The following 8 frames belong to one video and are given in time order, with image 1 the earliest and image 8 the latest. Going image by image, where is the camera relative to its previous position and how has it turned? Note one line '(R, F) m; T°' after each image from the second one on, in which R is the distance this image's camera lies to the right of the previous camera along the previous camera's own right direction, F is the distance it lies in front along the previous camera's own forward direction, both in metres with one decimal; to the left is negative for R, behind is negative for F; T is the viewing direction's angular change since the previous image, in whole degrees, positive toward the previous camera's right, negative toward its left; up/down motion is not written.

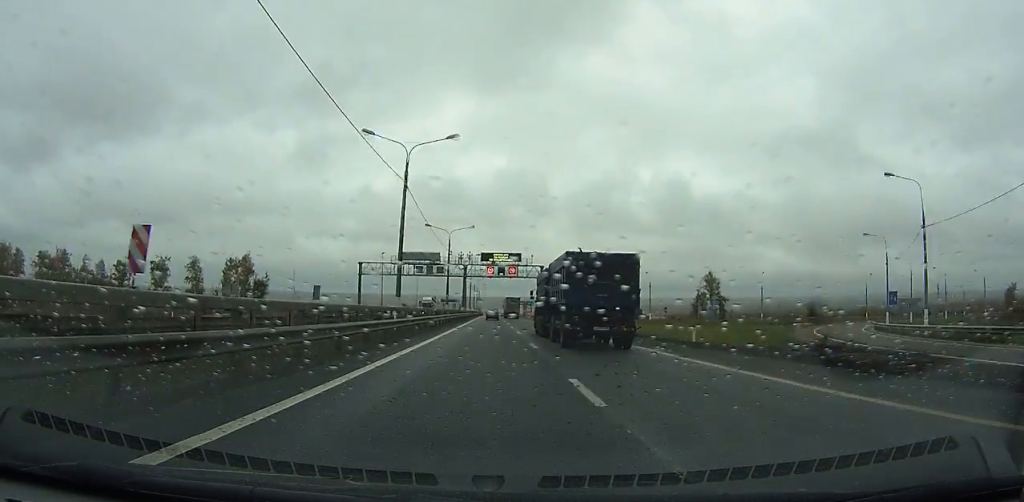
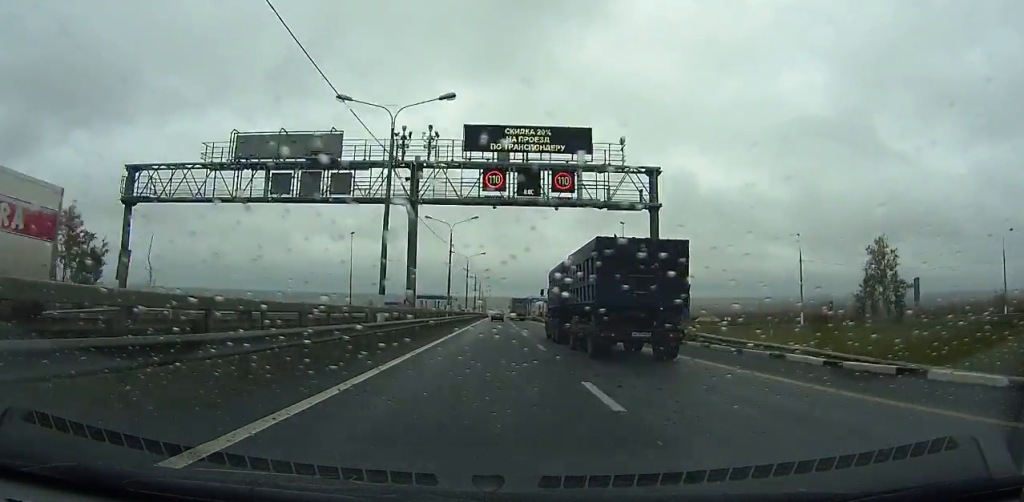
(-0.5, +67.2) m; -1°
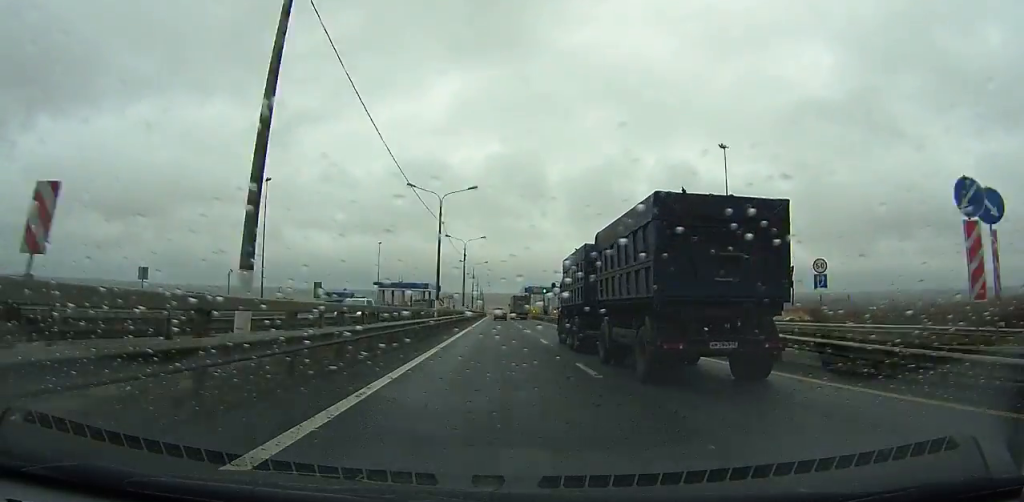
(-0.5, +73.6) m; -1°
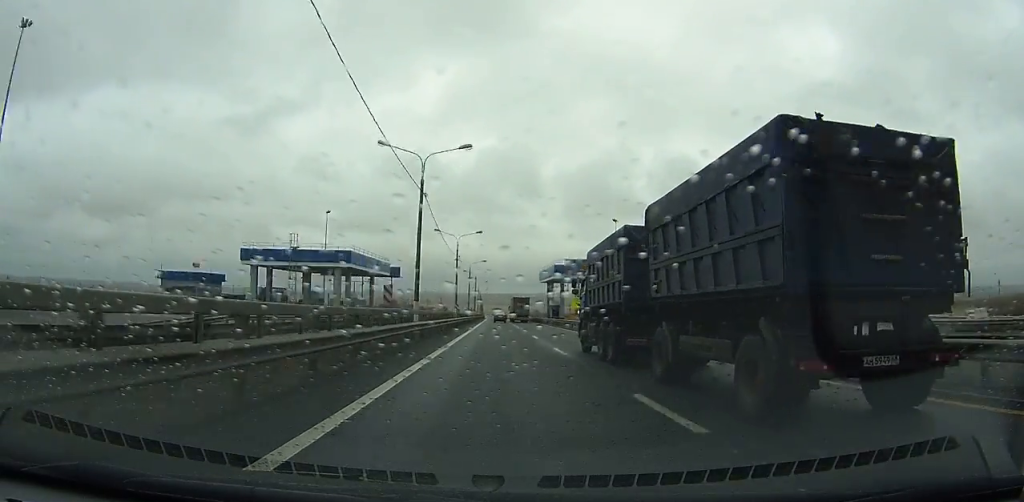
(-0.2, +77.7) m; 0°
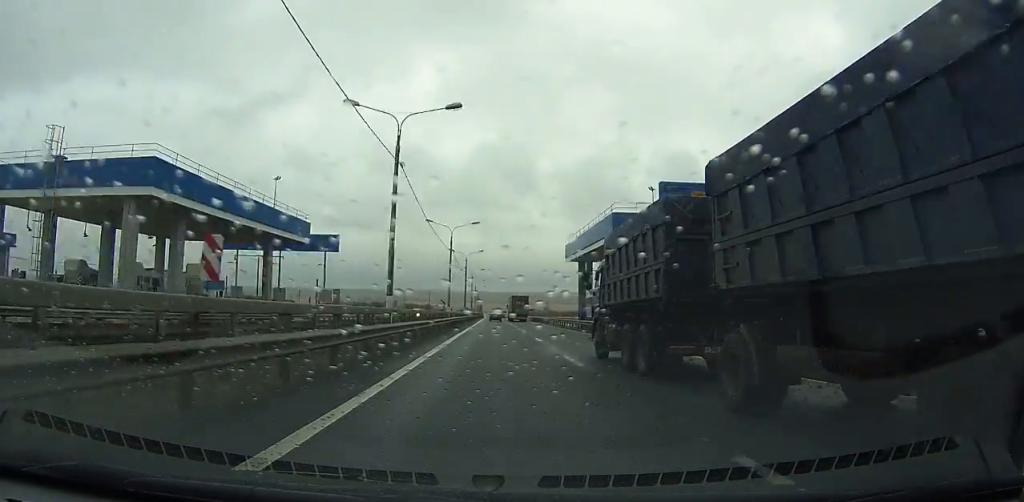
(0.0, +41.3) m; 0°
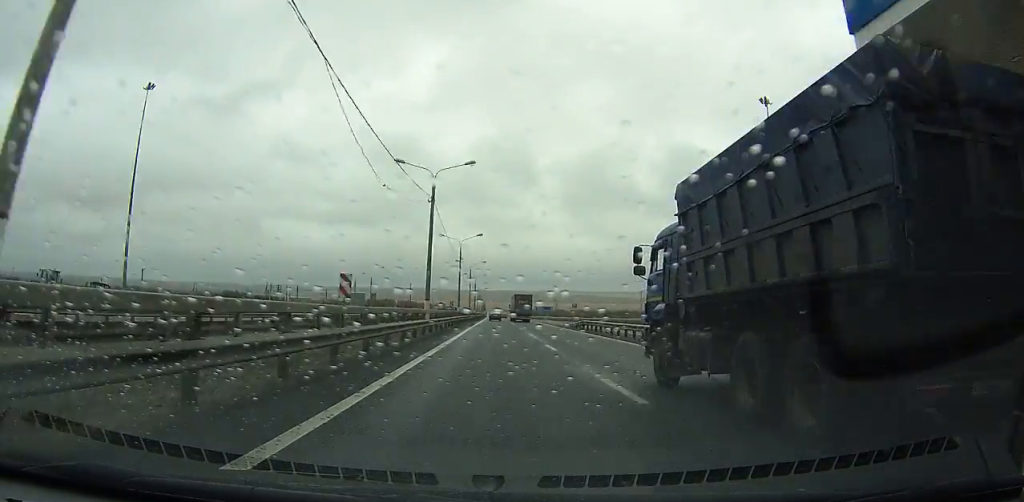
(+0.1, +53.1) m; 0°
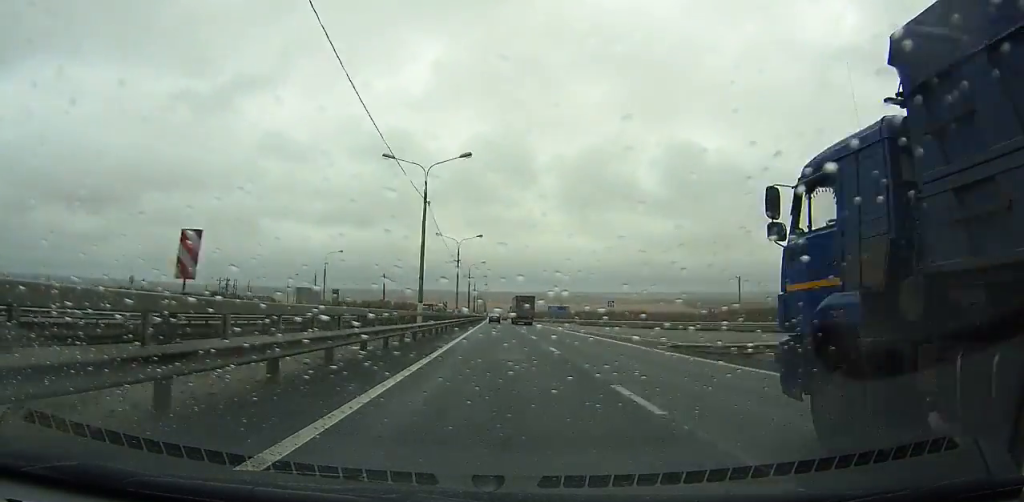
(-0.1, +38.0) m; 0°
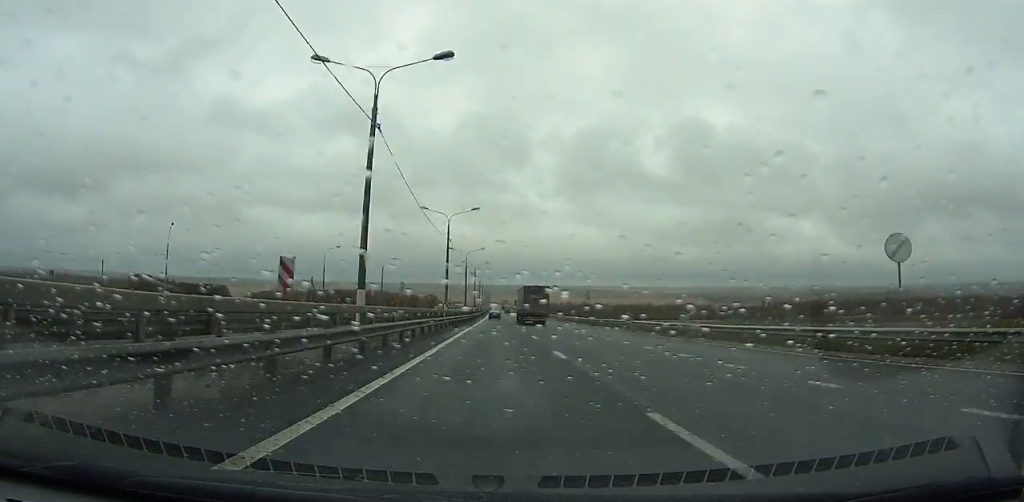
(-0.4, +139.1) m; 0°
